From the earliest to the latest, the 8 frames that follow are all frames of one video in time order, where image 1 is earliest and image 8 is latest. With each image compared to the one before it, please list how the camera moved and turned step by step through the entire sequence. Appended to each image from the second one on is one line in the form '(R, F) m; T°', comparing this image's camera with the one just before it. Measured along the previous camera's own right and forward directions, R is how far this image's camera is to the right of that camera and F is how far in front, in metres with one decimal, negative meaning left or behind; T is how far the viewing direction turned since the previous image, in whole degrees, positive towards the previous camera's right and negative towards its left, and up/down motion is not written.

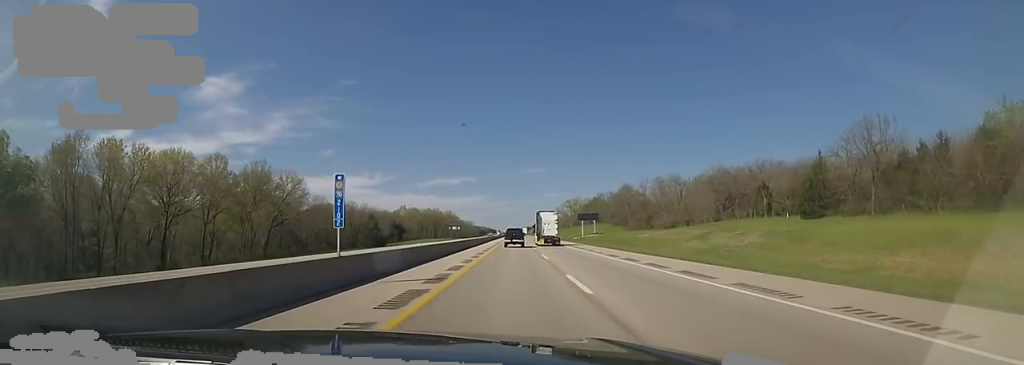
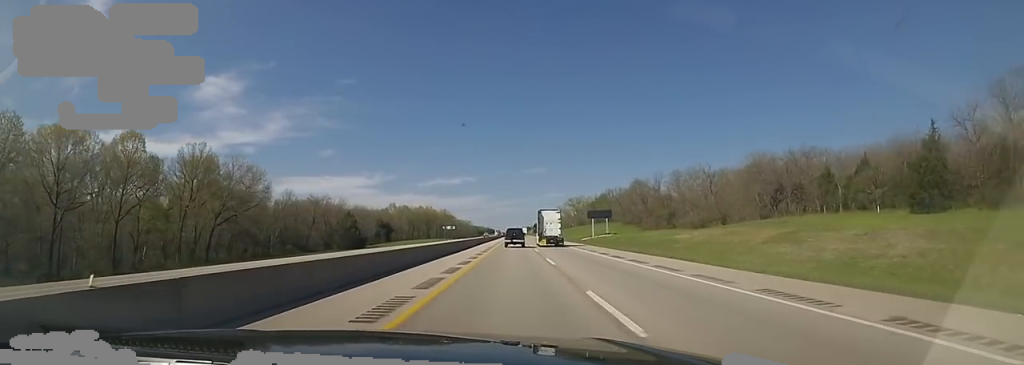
(+0.9, +19.5) m; 0°
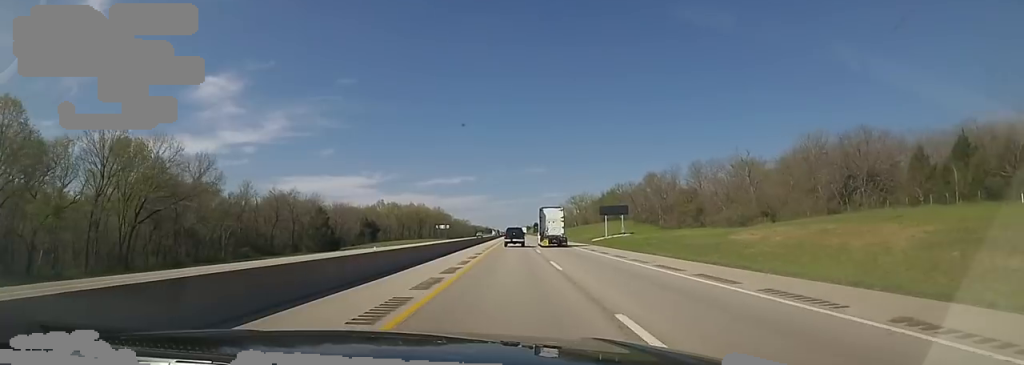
(+0.9, +18.4) m; 0°
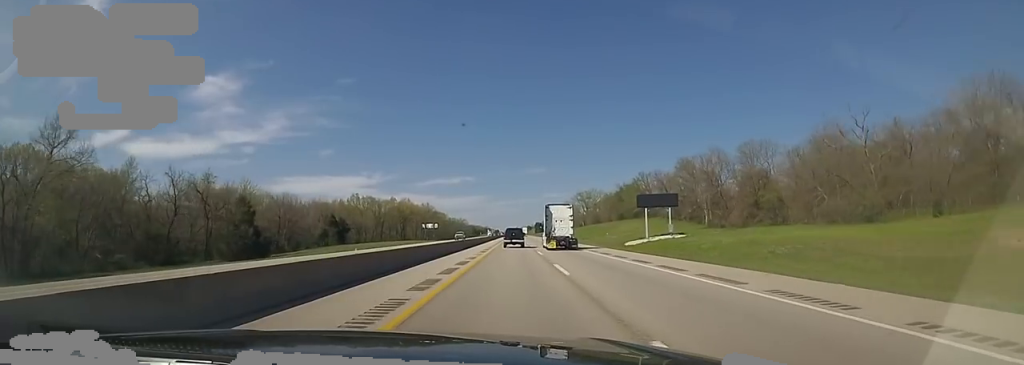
(-1.8, +32.1) m; -2°
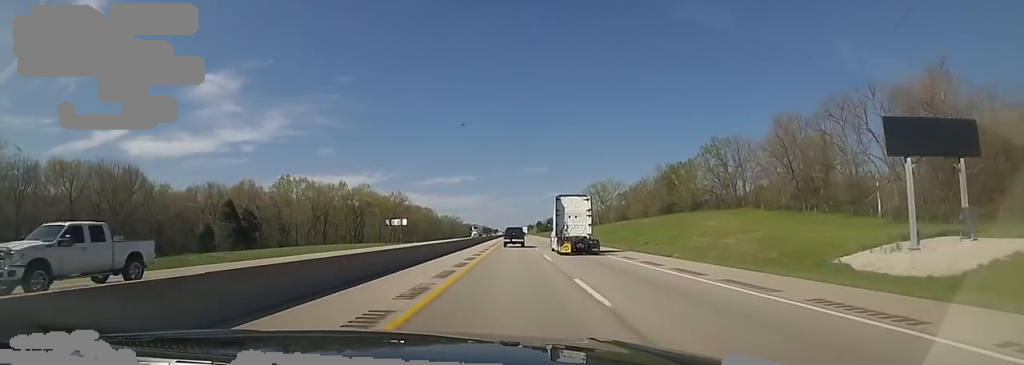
(+1.4, +51.6) m; +2°
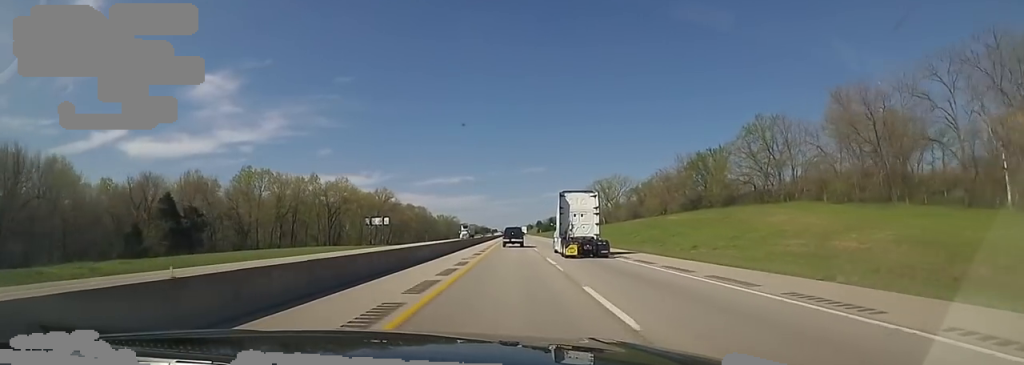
(+0.3, +17.2) m; 0°
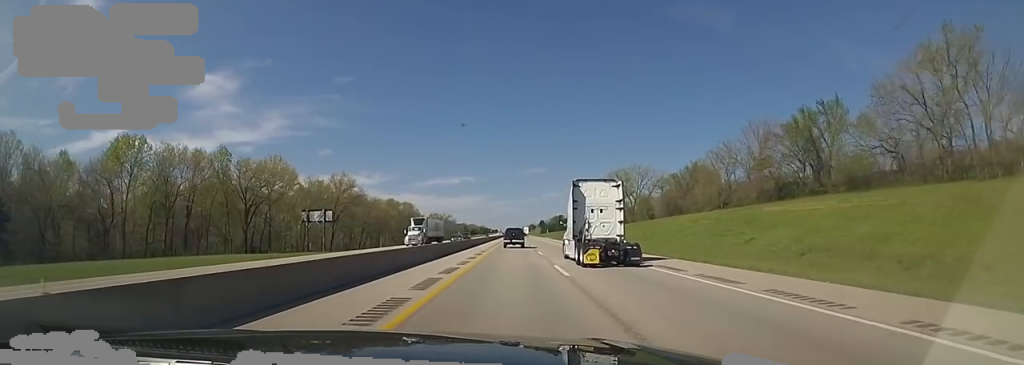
(-0.5, +35.6) m; -2°
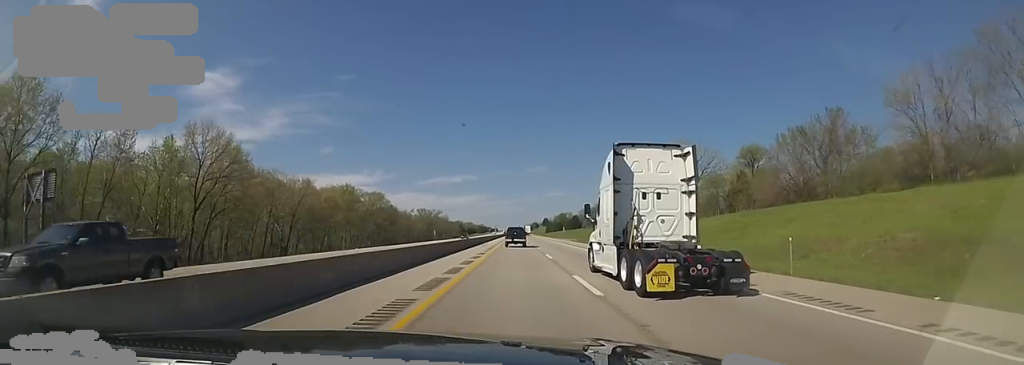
(+0.9, +51.5) m; +2°
